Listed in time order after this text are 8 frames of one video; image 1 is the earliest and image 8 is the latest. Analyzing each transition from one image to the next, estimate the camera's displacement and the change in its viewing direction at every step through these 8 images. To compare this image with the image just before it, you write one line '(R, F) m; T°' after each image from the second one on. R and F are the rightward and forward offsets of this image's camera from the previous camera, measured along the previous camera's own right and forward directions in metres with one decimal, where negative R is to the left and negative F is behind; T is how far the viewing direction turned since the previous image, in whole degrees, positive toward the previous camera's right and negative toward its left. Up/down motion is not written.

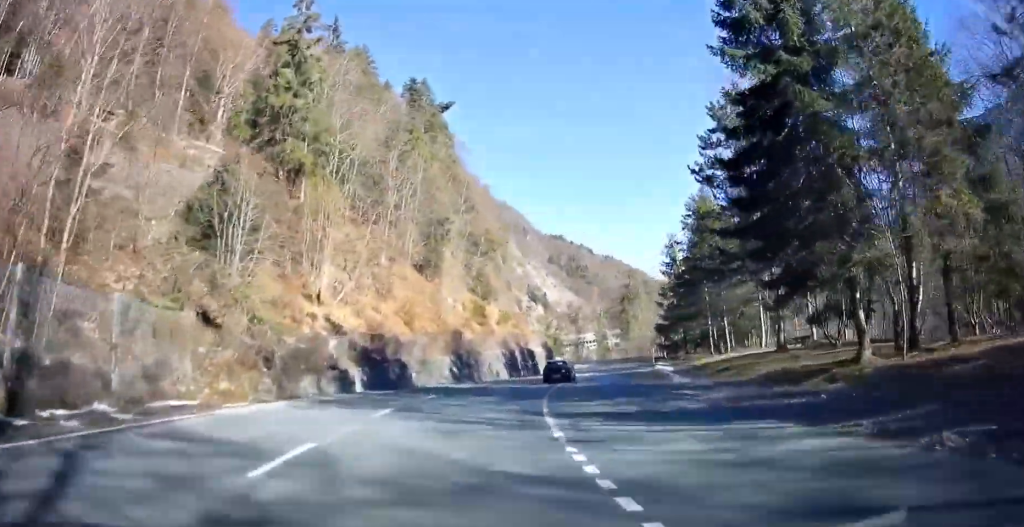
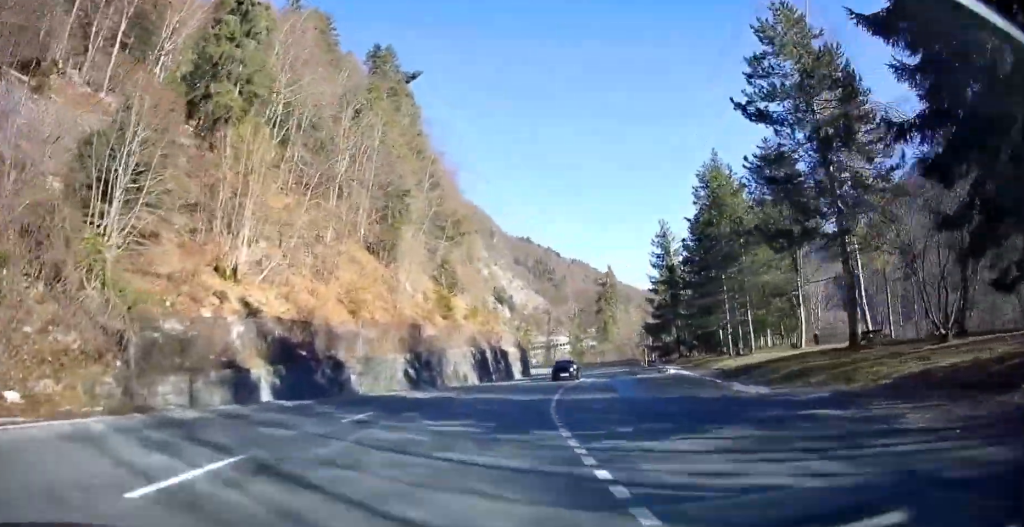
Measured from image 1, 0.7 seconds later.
(+0.1, +10.4) m; +3°
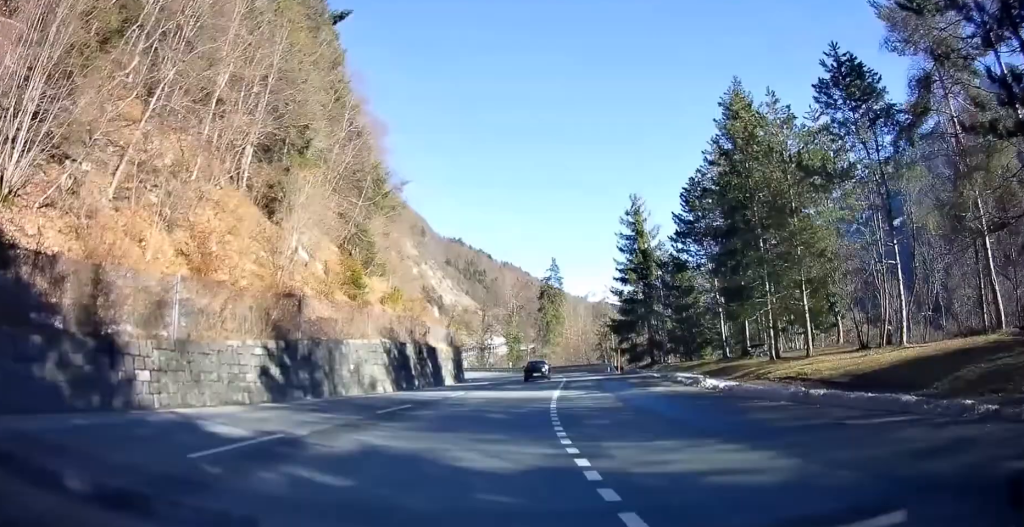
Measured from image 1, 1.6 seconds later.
(+0.5, +15.0) m; +6°
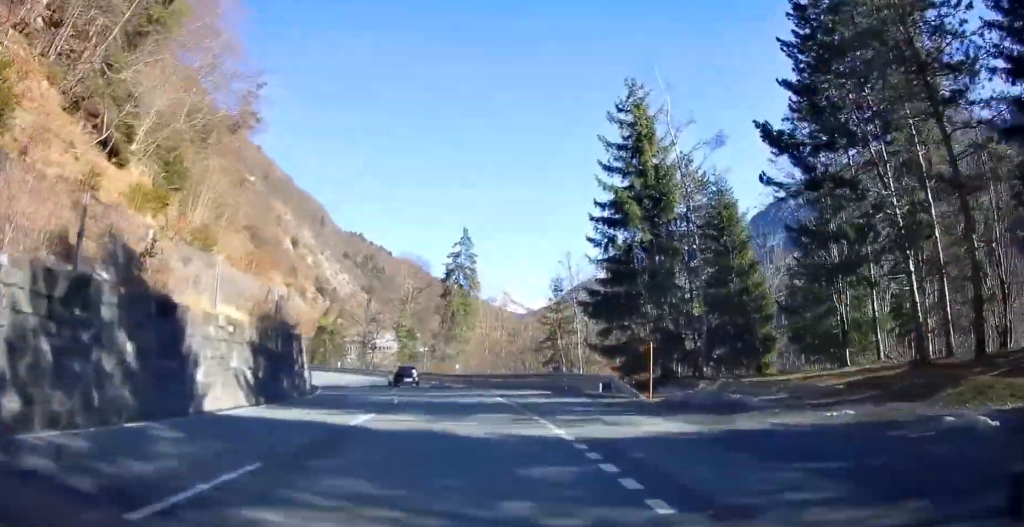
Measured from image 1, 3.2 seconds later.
(+3.0, +28.5) m; +8°
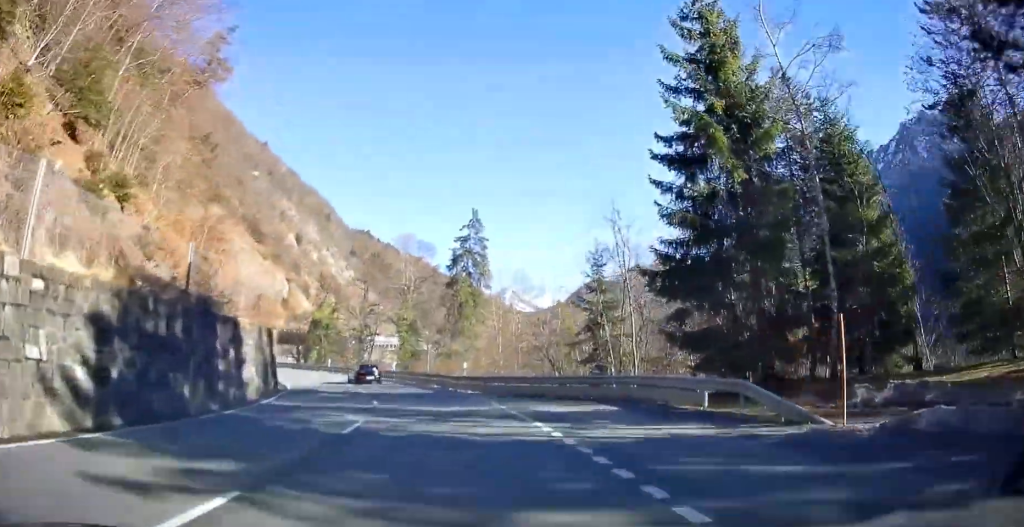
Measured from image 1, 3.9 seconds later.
(+0.1, +10.8) m; 0°
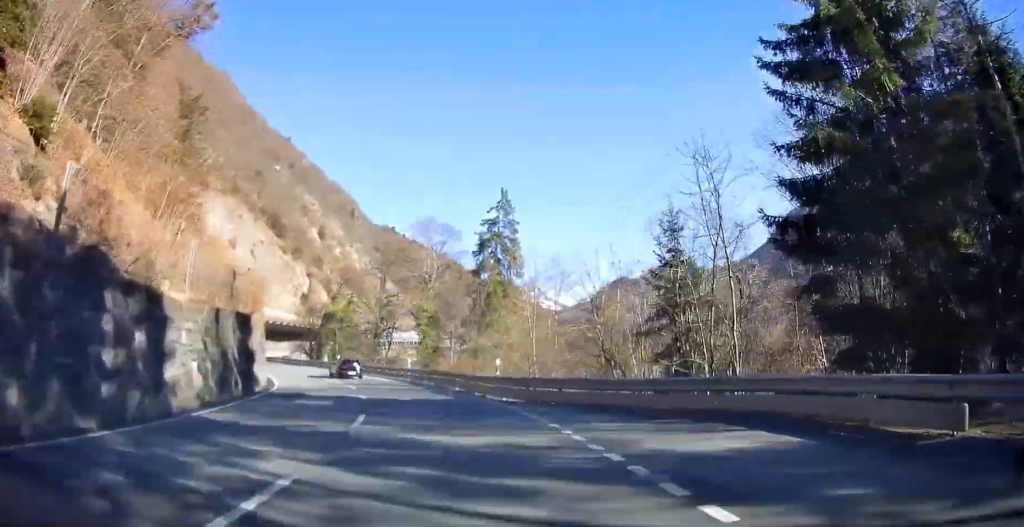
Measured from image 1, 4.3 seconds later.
(-0.1, +7.9) m; -1°
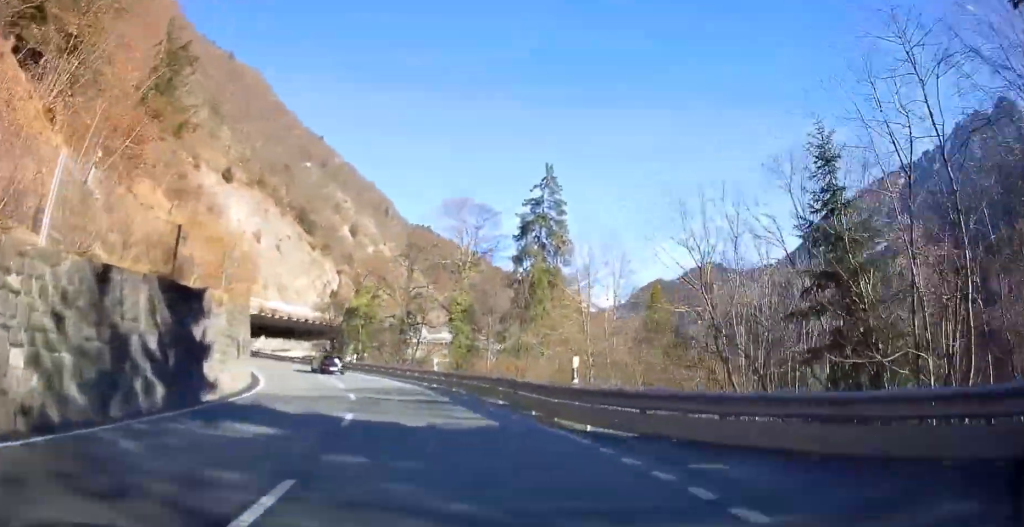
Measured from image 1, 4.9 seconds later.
(-0.1, +9.5) m; -3°
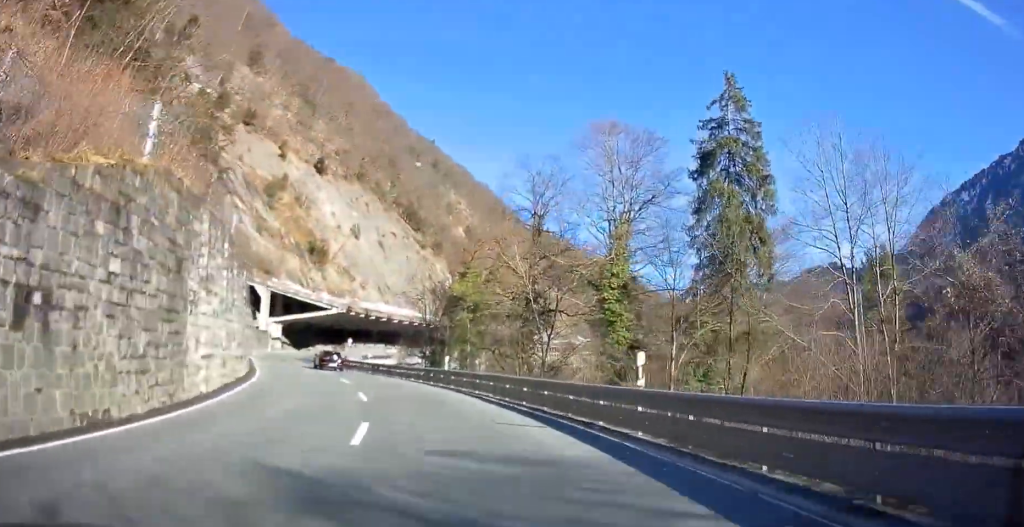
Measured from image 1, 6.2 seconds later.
(-1.4, +20.9) m; -9°
